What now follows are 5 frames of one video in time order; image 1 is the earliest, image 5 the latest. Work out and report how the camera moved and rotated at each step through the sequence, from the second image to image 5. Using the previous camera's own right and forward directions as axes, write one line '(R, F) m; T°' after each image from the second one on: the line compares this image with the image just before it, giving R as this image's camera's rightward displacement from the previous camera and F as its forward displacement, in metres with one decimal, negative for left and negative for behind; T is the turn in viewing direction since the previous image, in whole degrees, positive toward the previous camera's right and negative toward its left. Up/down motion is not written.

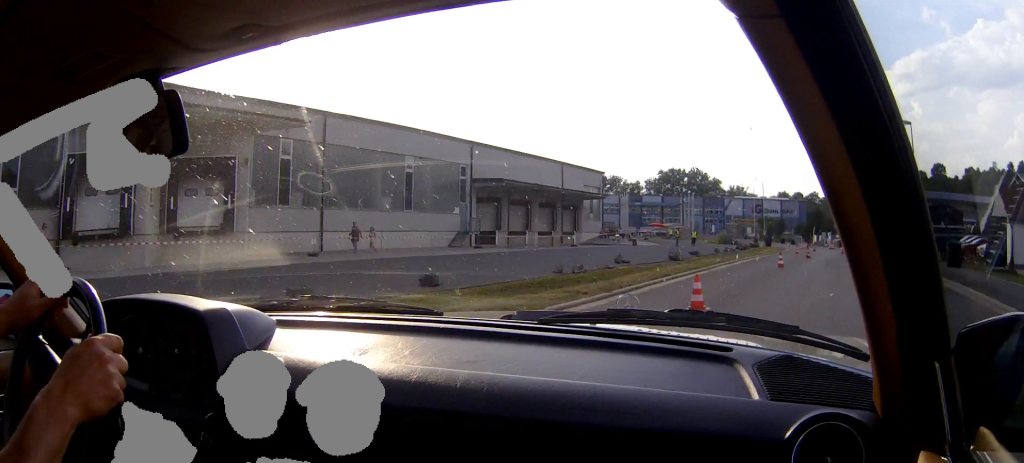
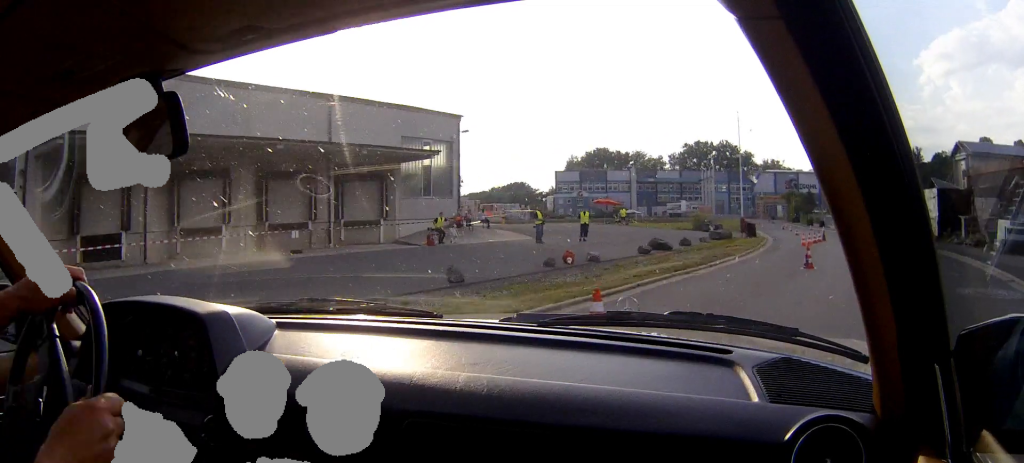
(+1.1, +41.3) m; 0°
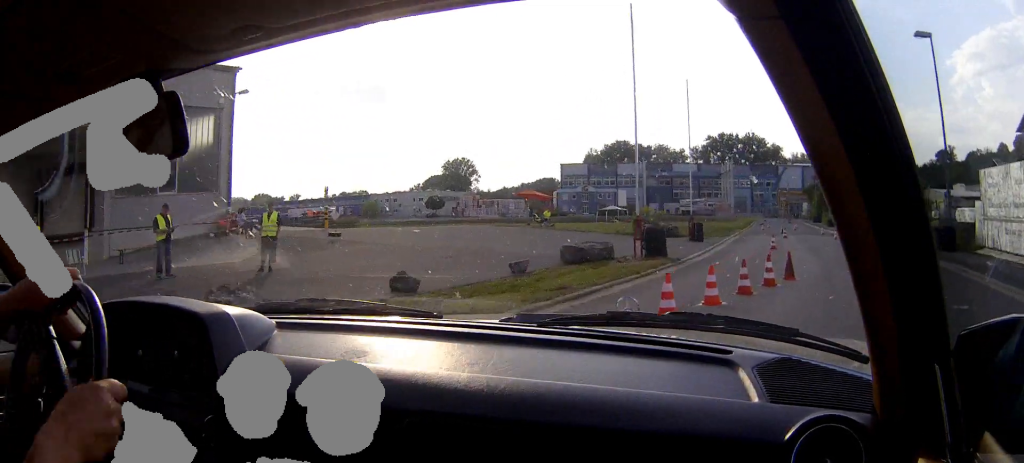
(-0.8, +23.7) m; -2°
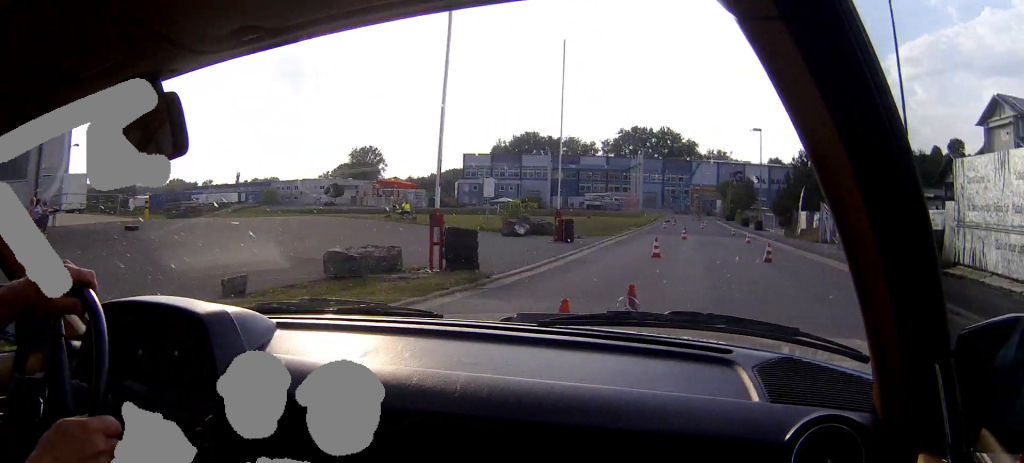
(+0.3, +7.2) m; -1°
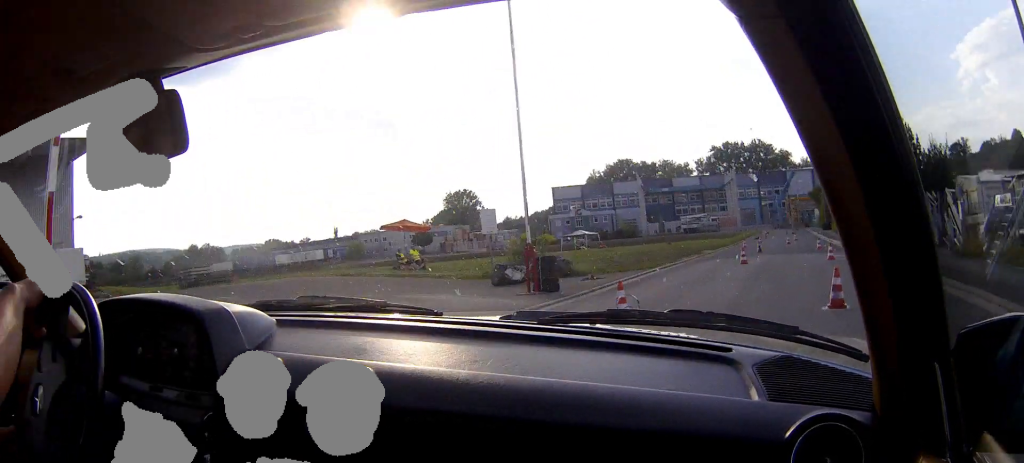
(-0.3, +10.2) m; -3°
